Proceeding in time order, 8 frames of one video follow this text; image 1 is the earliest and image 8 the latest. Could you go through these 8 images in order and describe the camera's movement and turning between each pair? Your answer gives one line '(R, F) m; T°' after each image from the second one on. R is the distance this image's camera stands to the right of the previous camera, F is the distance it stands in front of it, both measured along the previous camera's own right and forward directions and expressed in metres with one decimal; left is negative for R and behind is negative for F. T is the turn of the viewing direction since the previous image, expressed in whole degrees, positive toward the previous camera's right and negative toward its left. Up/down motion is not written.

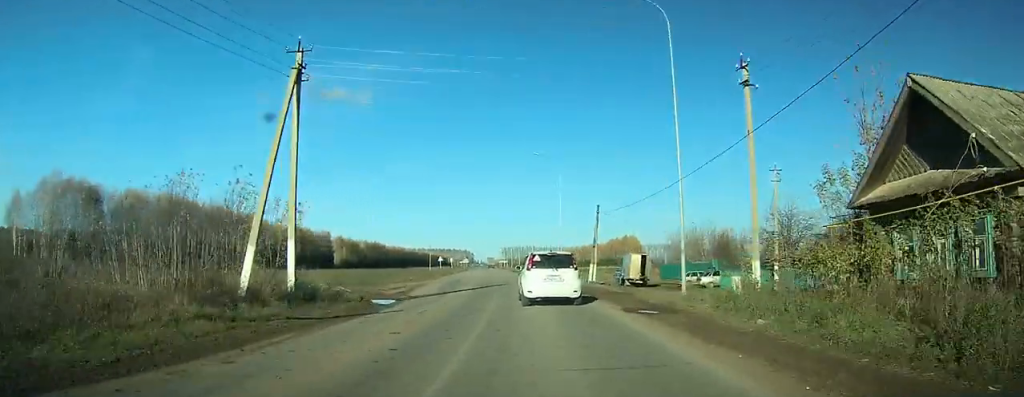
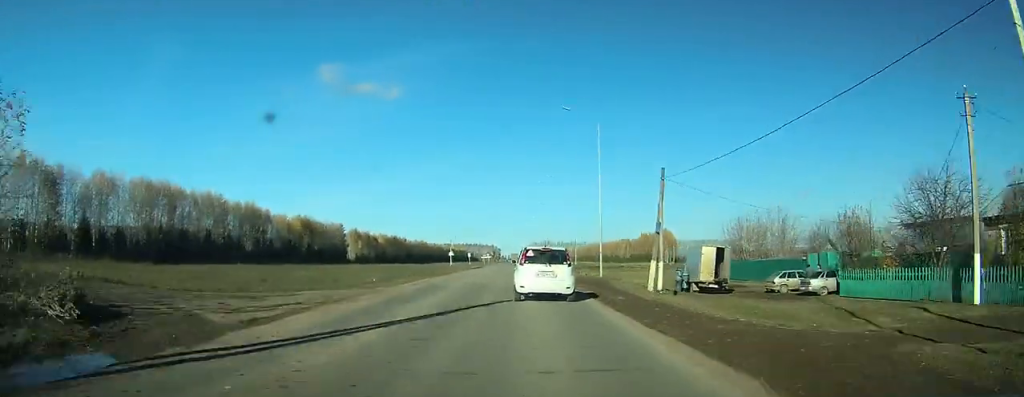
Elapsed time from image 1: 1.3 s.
(-0.5, +16.4) m; -2°
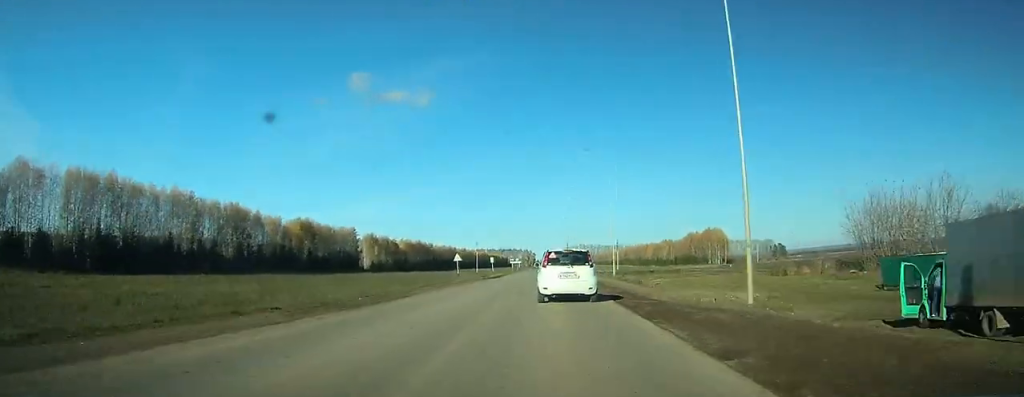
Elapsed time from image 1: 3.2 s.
(-0.8, +26.0) m; -3°
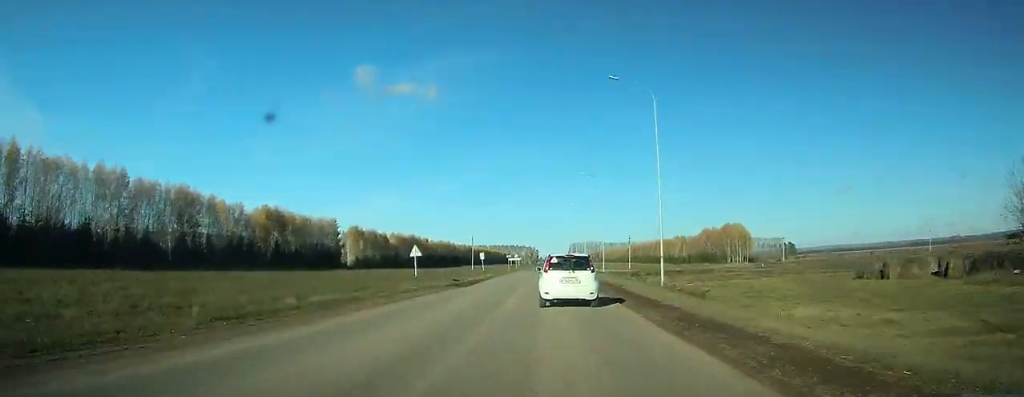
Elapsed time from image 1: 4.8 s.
(-0.3, +22.2) m; -1°
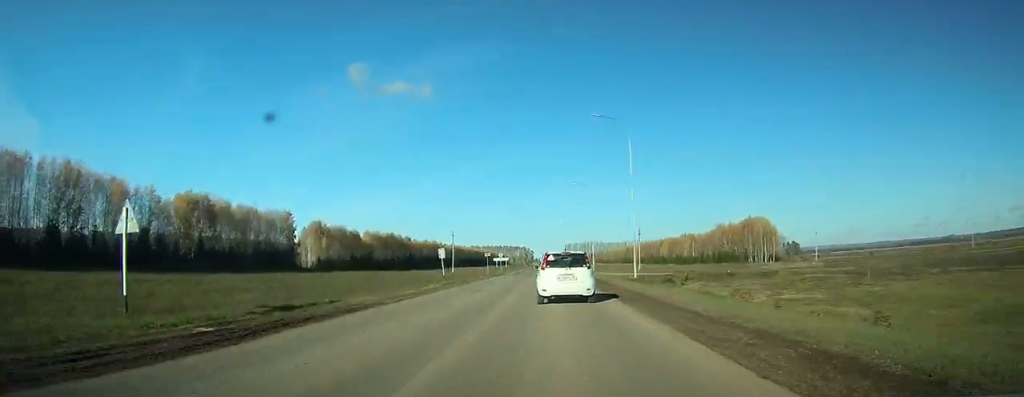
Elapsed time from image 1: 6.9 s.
(-0.2, +28.0) m; -1°
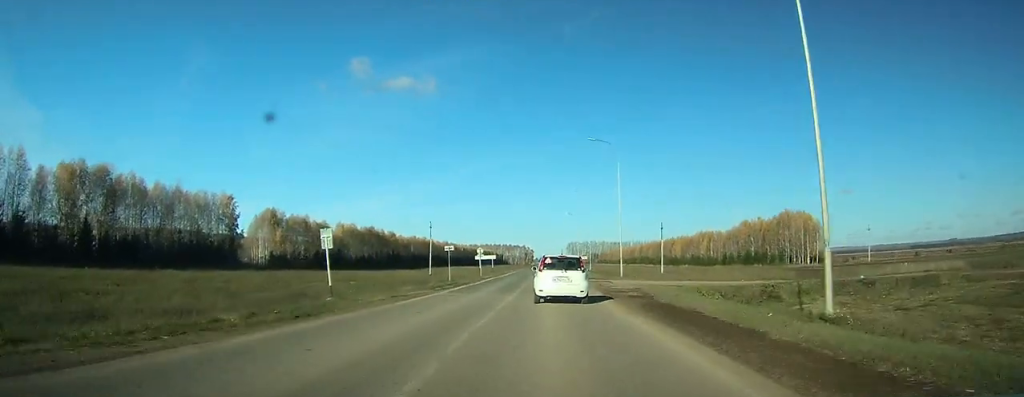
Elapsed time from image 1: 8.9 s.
(-0.1, +27.5) m; 0°
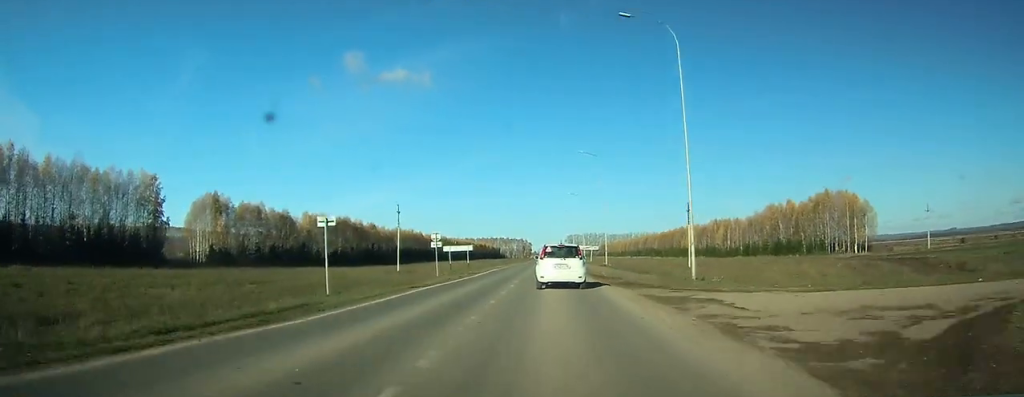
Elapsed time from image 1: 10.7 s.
(0.0, +24.7) m; 0°
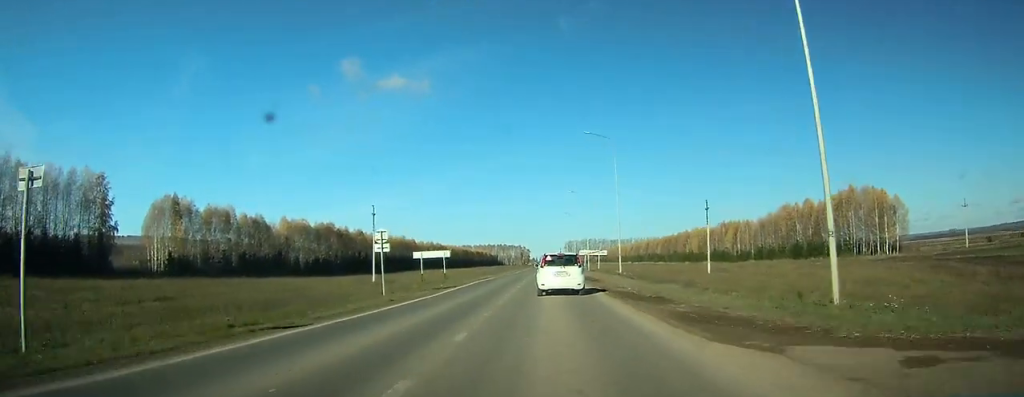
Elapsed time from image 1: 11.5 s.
(0.0, +13.0) m; 0°
